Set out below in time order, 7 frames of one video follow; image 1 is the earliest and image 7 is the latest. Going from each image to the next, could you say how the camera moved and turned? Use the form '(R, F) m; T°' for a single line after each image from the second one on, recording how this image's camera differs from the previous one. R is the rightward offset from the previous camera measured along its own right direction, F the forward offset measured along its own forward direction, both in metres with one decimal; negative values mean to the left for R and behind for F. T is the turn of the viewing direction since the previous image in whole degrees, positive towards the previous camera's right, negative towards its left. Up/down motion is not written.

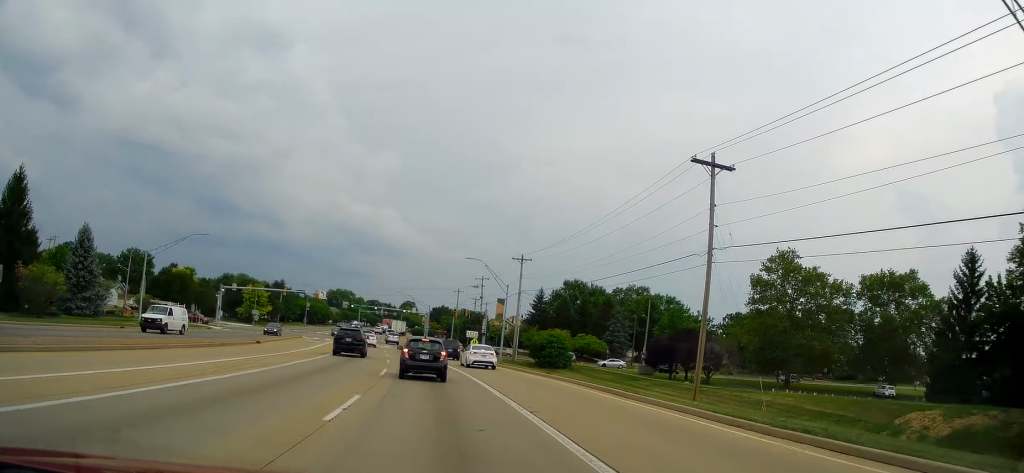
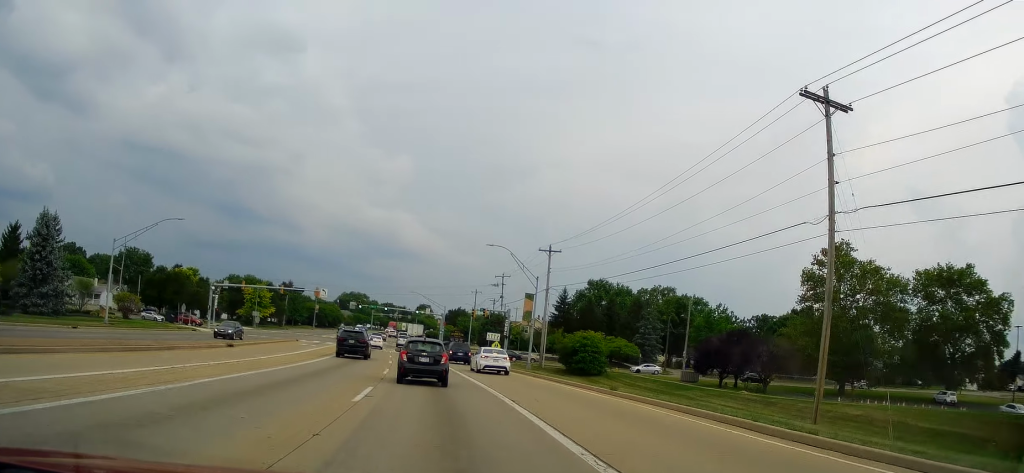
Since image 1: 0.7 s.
(0.0, +9.5) m; -1°
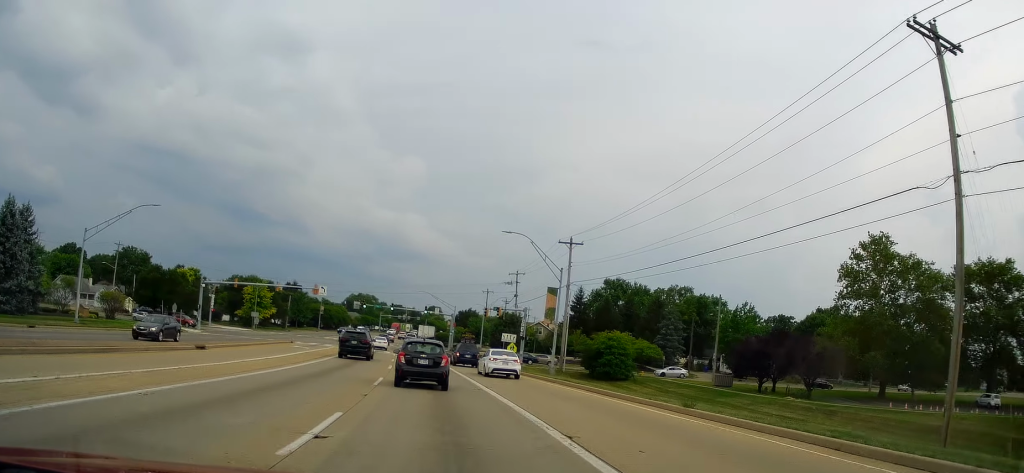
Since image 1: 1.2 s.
(+0.2, +6.3) m; -1°
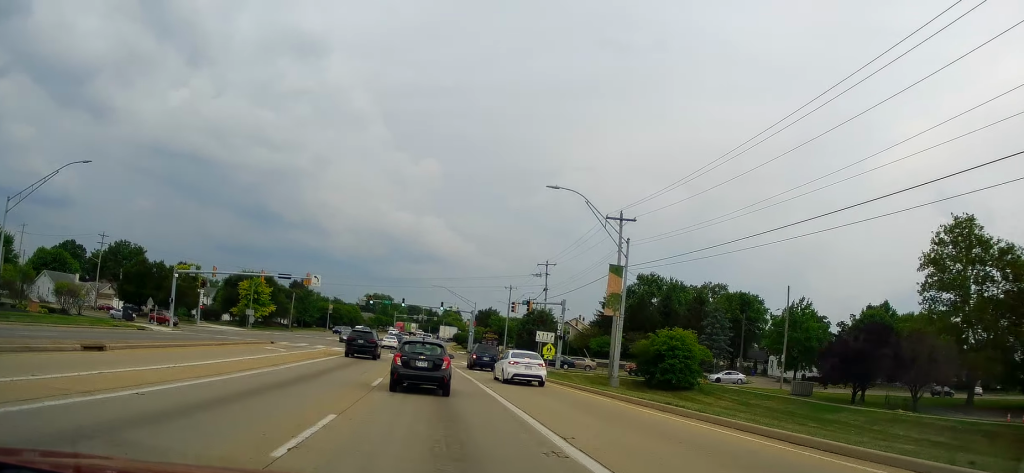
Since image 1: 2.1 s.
(-0.5, +12.3) m; -2°
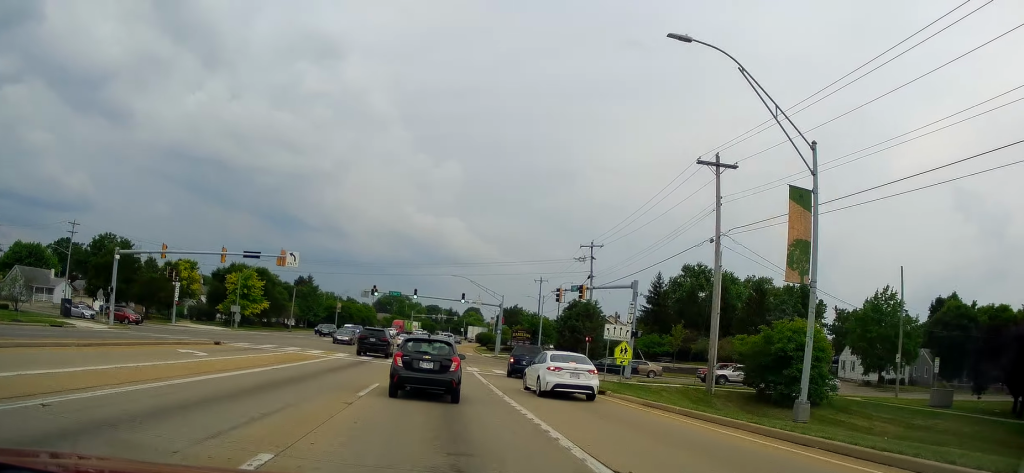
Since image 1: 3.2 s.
(-0.2, +15.8) m; -4°
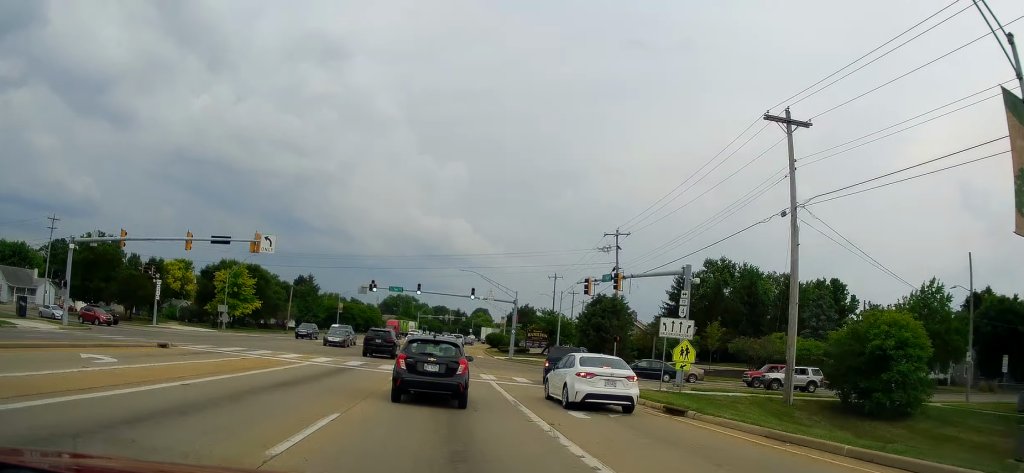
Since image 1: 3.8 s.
(-0.4, +7.9) m; 0°
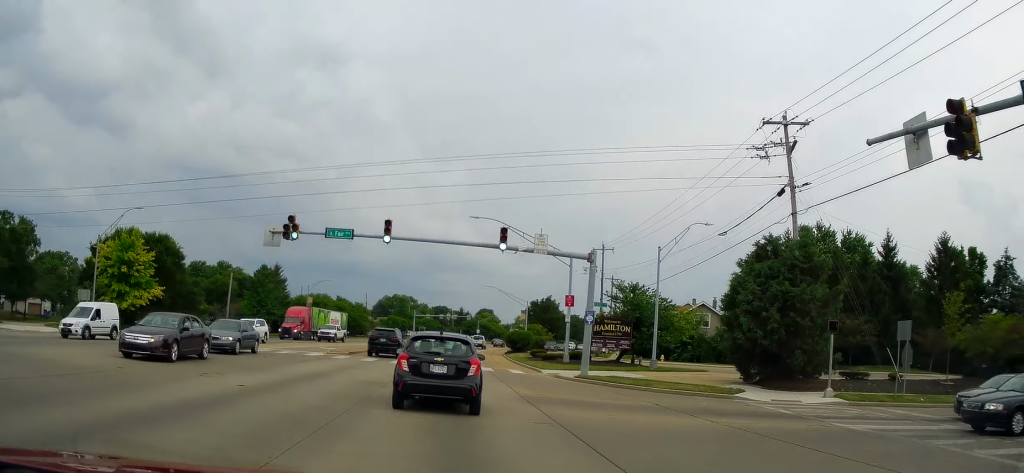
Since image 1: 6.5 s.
(+0.2, +32.7) m; -1°
